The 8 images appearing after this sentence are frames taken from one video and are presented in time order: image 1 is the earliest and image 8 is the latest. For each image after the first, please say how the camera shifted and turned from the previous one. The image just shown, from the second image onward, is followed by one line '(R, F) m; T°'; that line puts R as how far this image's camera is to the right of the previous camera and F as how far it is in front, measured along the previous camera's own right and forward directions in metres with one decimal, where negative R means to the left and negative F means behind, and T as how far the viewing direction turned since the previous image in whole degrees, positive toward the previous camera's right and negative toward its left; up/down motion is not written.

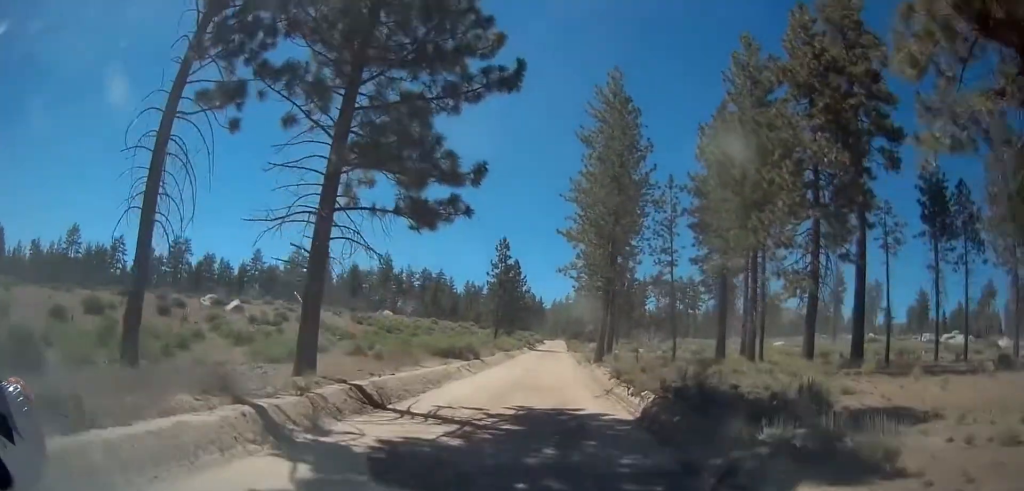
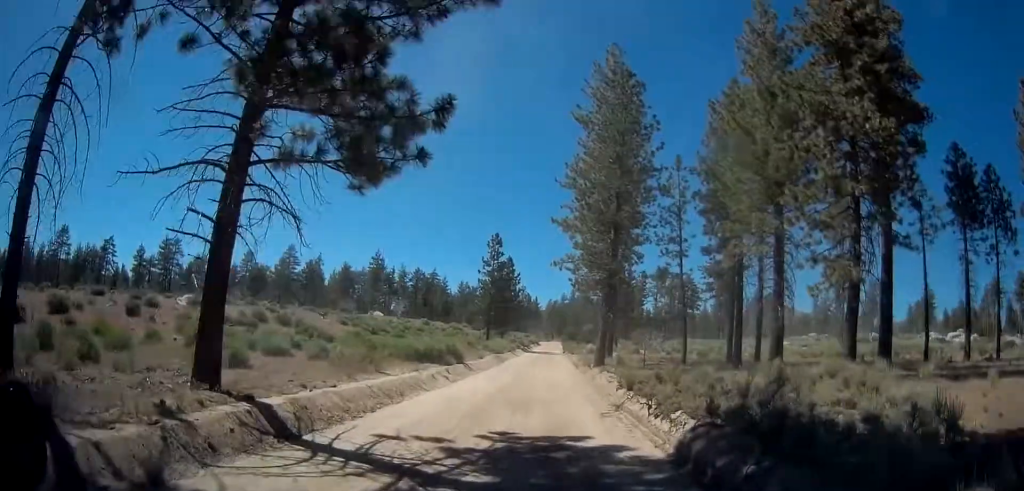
(+0.2, +4.5) m; -1°
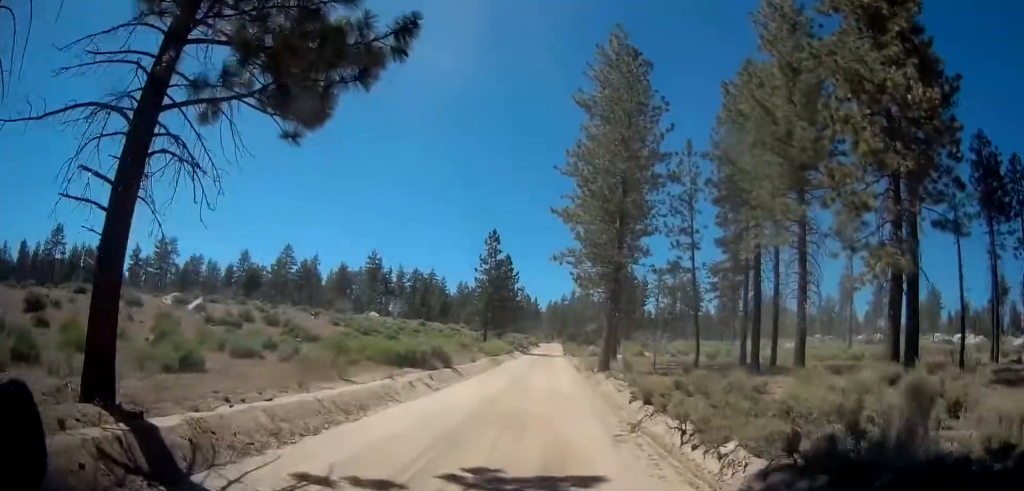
(-0.2, +3.0) m; -2°
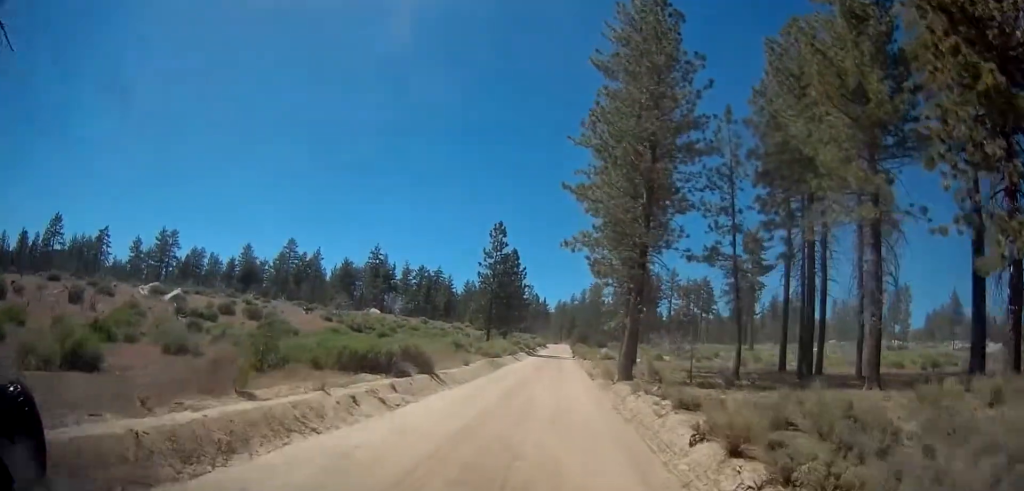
(-0.2, +6.0) m; -2°
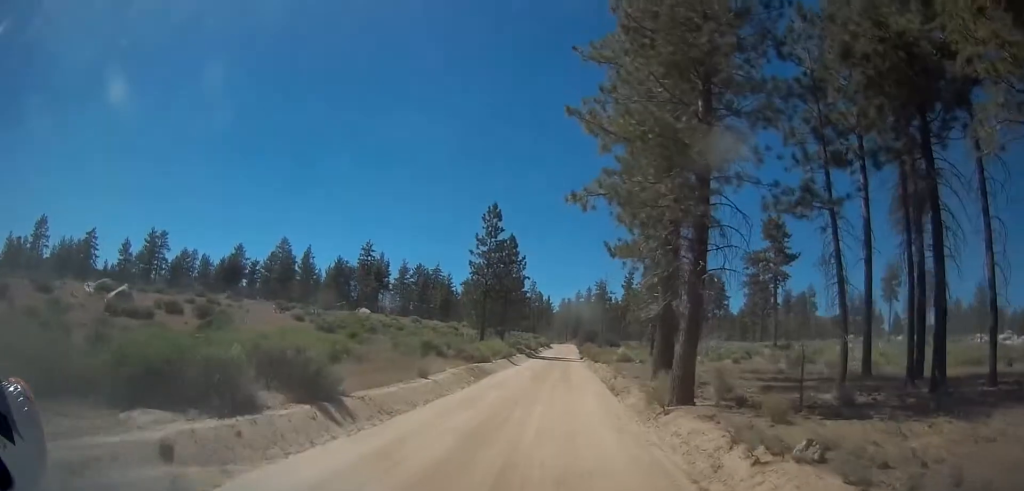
(0.0, +9.8) m; 0°
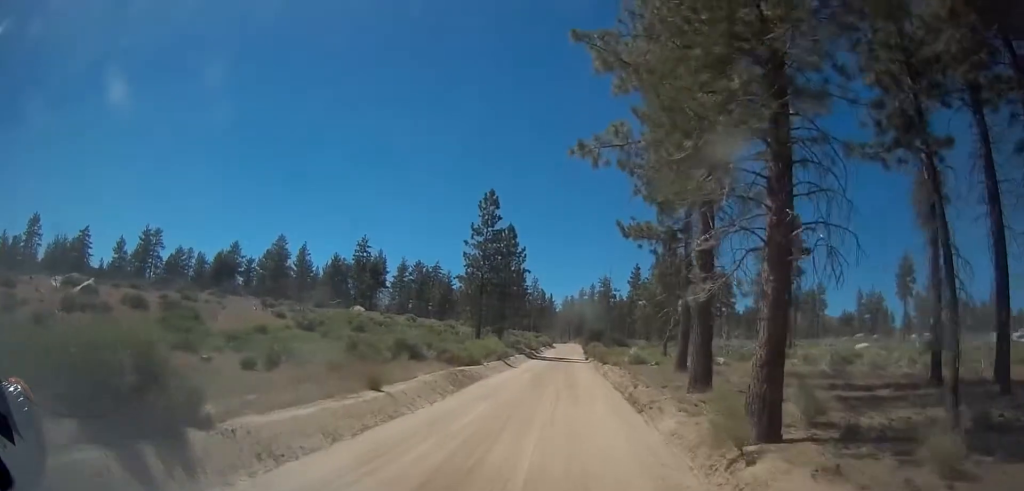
(0.0, +5.3) m; 0°
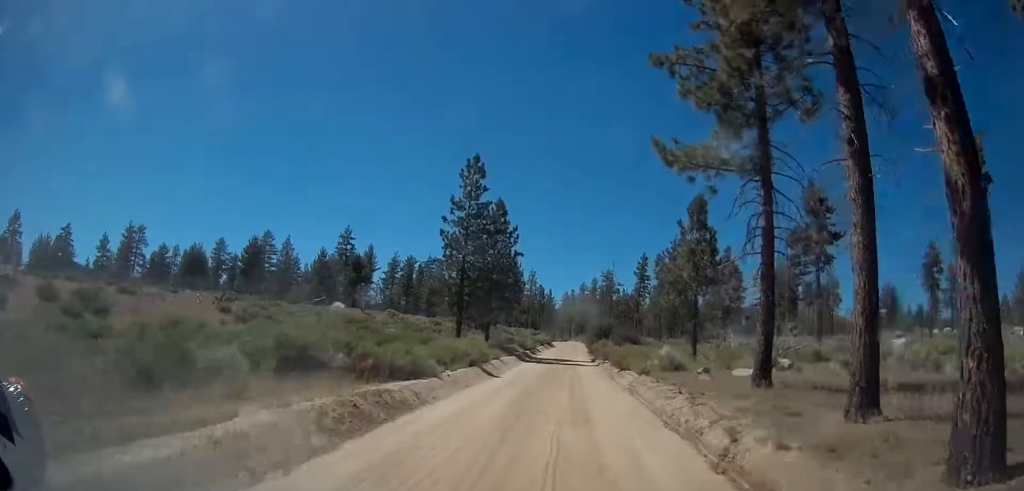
(+0.1, +10.6) m; +1°
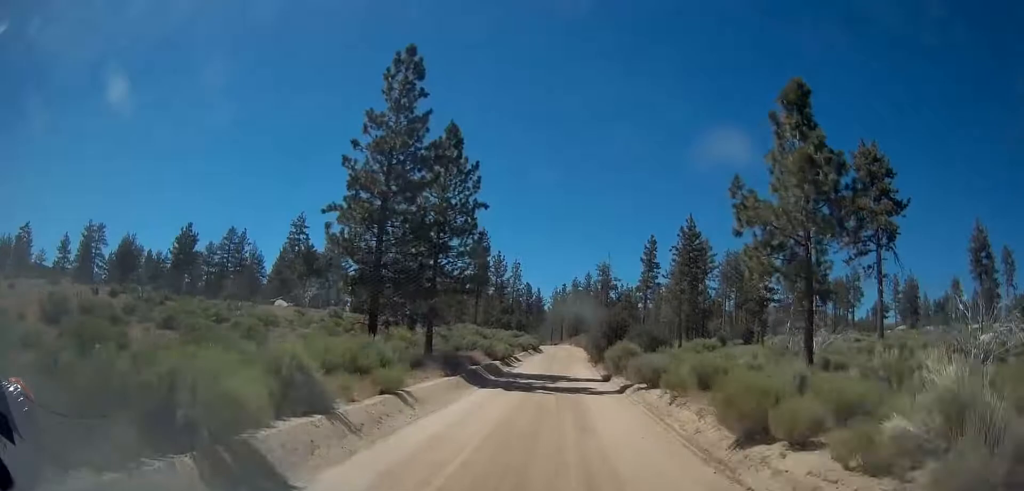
(0.0, +19.4) m; 0°
